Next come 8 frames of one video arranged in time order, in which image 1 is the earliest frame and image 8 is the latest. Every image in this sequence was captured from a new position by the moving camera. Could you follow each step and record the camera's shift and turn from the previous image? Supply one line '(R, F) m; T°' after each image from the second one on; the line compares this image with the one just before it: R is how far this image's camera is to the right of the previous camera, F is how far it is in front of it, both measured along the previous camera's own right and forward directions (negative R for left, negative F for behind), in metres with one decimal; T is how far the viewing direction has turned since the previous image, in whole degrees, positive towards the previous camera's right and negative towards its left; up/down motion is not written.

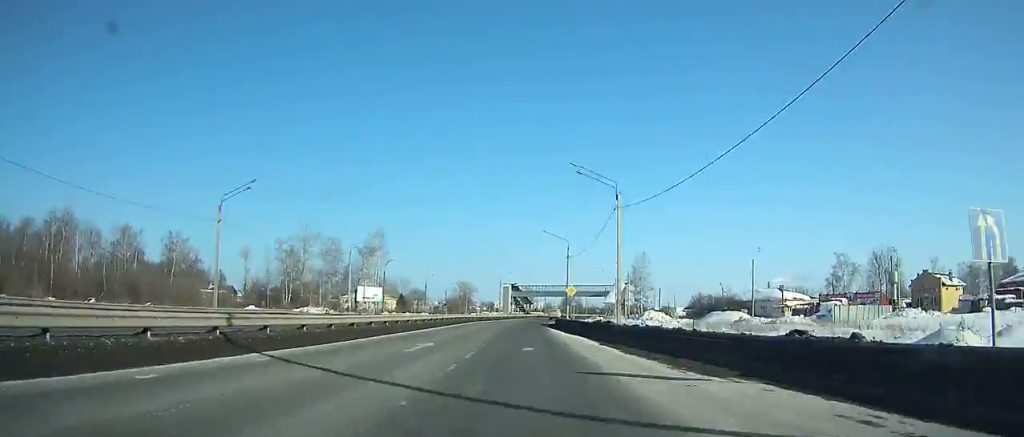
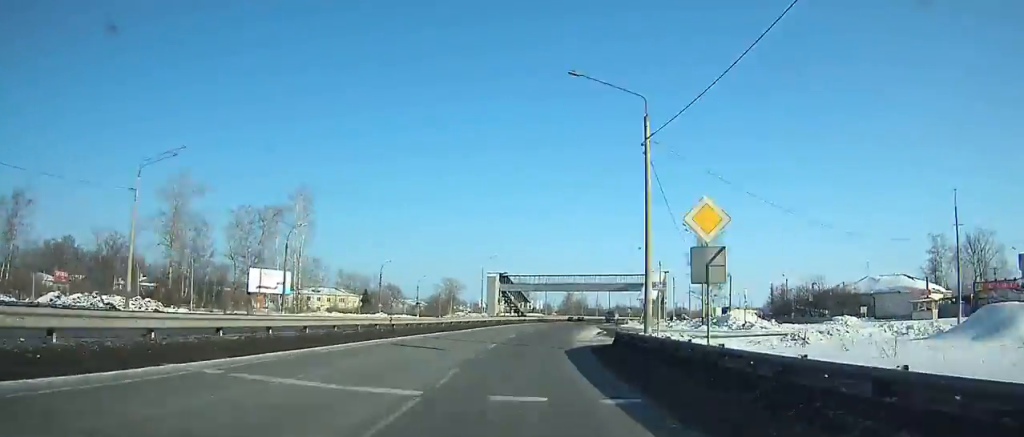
(+0.5, +46.9) m; +3°
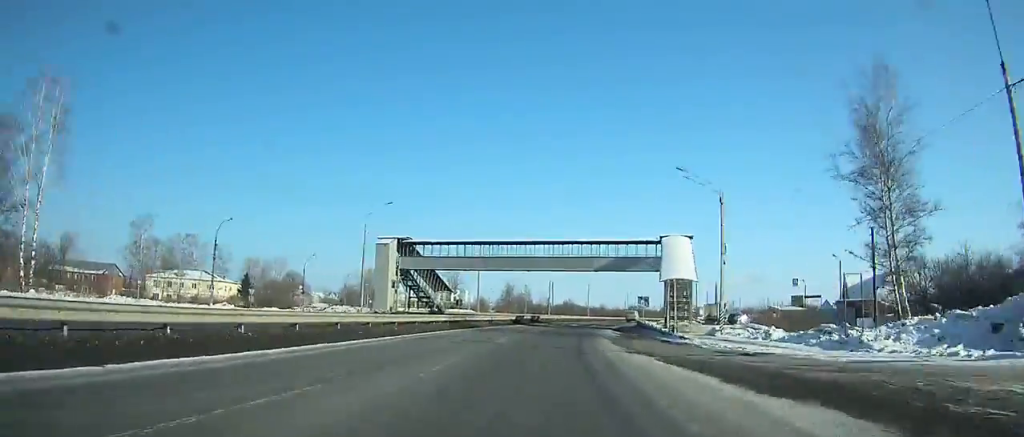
(+1.6, +46.5) m; +6°
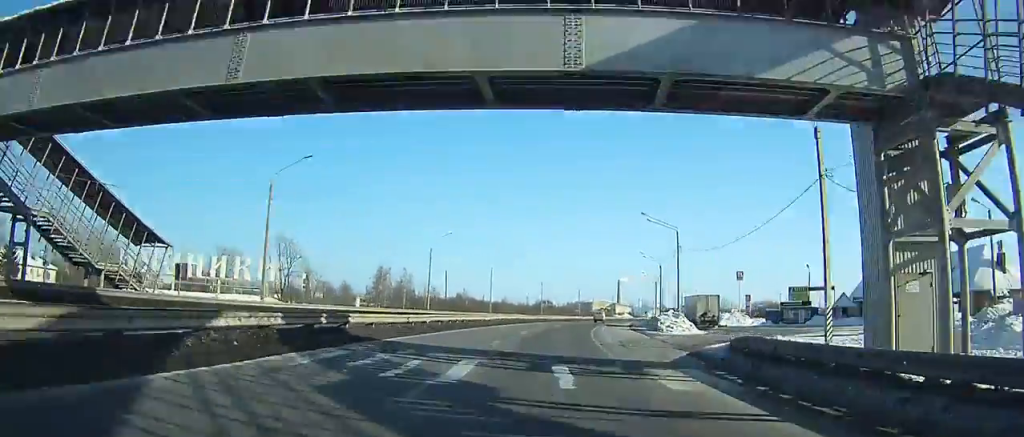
(+2.8, +50.0) m; +8°
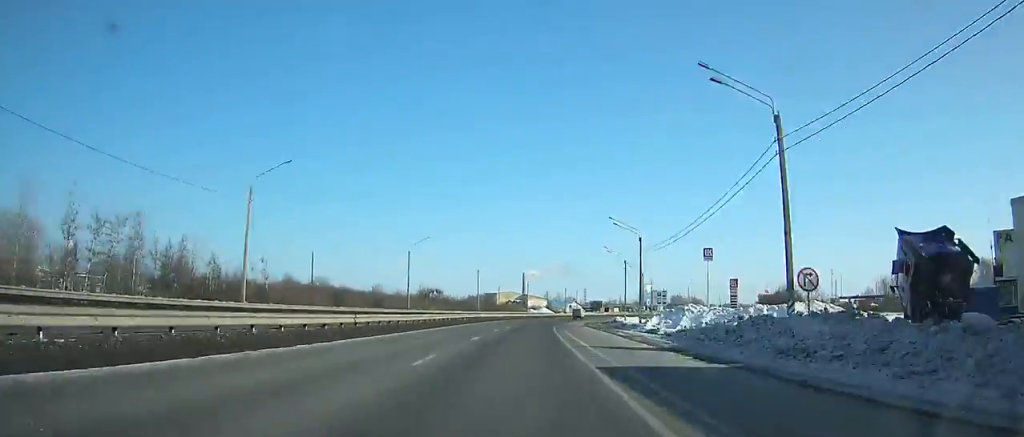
(+7.5, +68.5) m; +10°
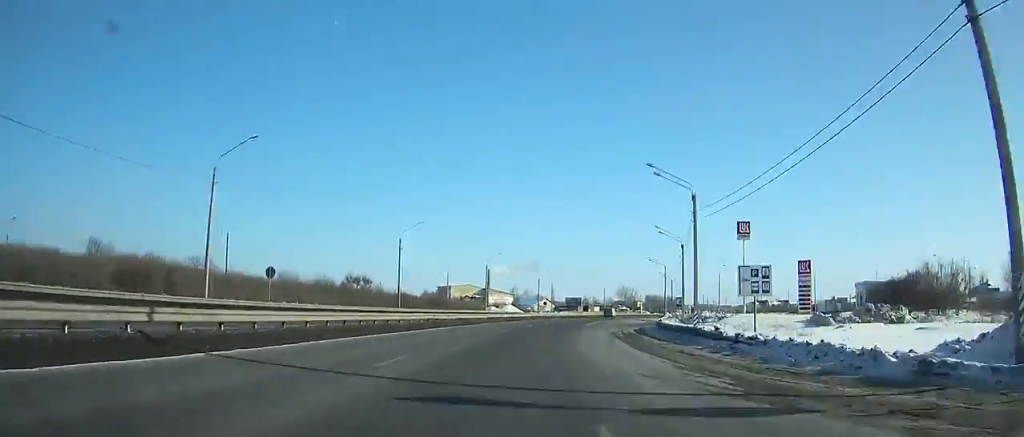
(+1.5, +48.2) m; +5°
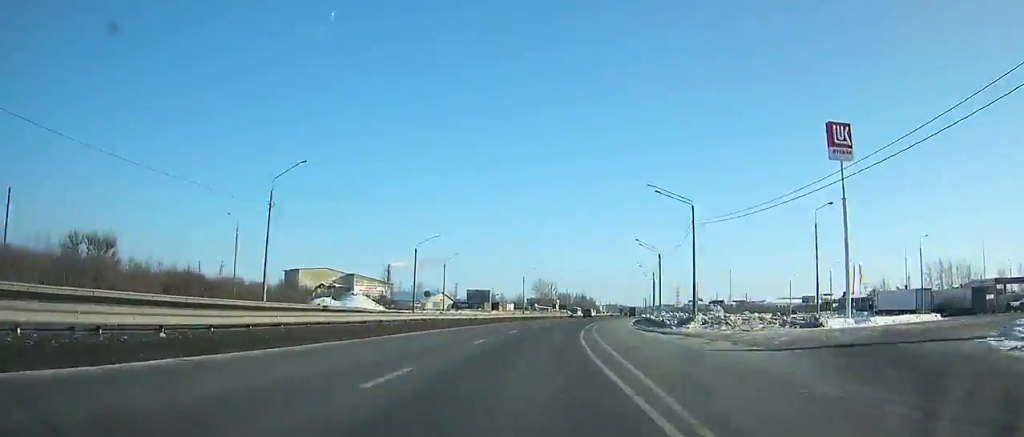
(+4.0, +63.0) m; +8°
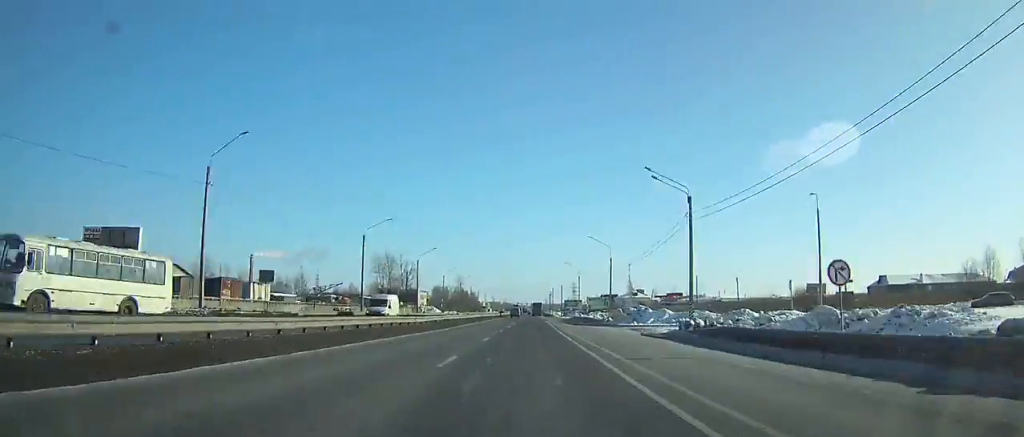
(+10.5, +102.2) m; +8°
